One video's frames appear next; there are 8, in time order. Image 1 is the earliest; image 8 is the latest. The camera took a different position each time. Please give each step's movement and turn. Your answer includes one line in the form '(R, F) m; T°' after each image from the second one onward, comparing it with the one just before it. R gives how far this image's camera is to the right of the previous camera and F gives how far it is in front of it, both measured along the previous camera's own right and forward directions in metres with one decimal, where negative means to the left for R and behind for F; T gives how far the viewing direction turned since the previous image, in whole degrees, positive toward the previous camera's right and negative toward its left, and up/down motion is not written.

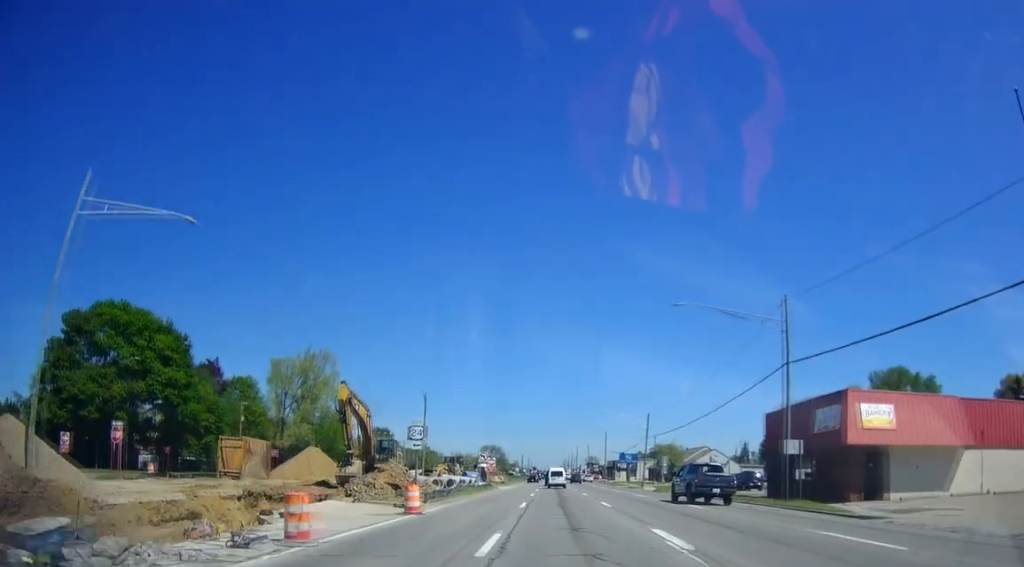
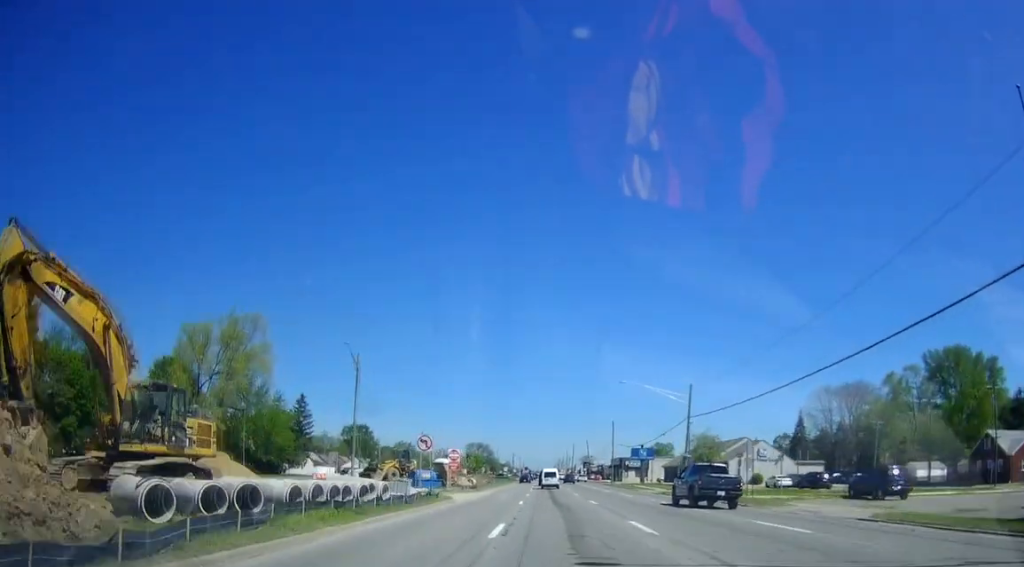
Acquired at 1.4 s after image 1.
(+0.9, +27.5) m; +2°
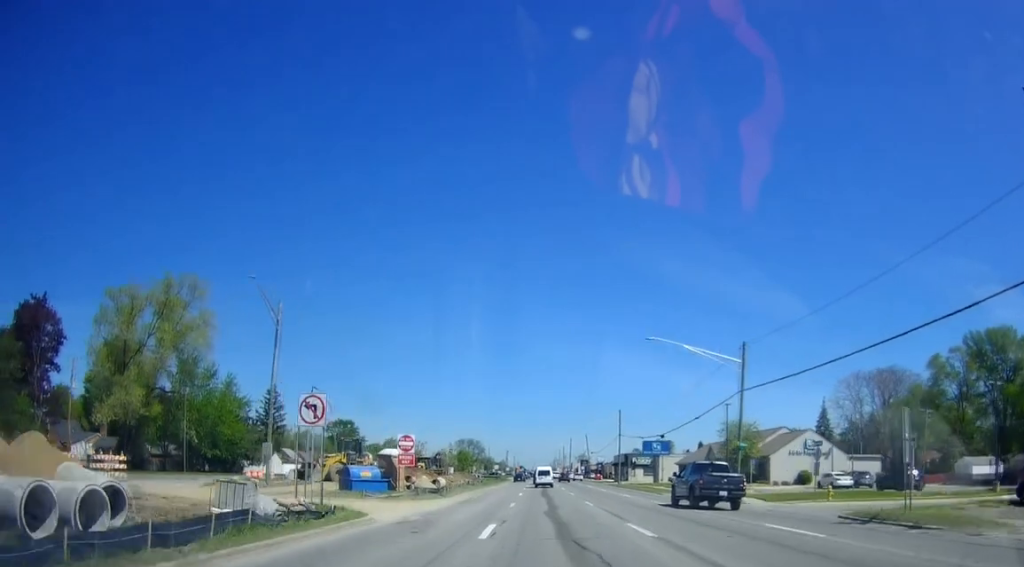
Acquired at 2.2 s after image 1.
(-0.1, +16.4) m; 0°
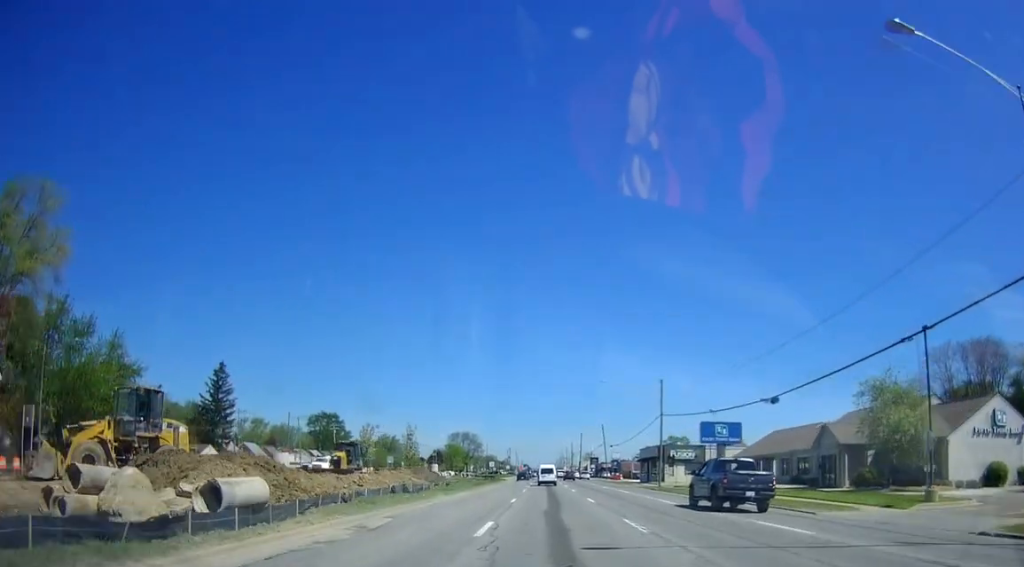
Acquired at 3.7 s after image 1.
(+0.2, +29.6) m; -1°
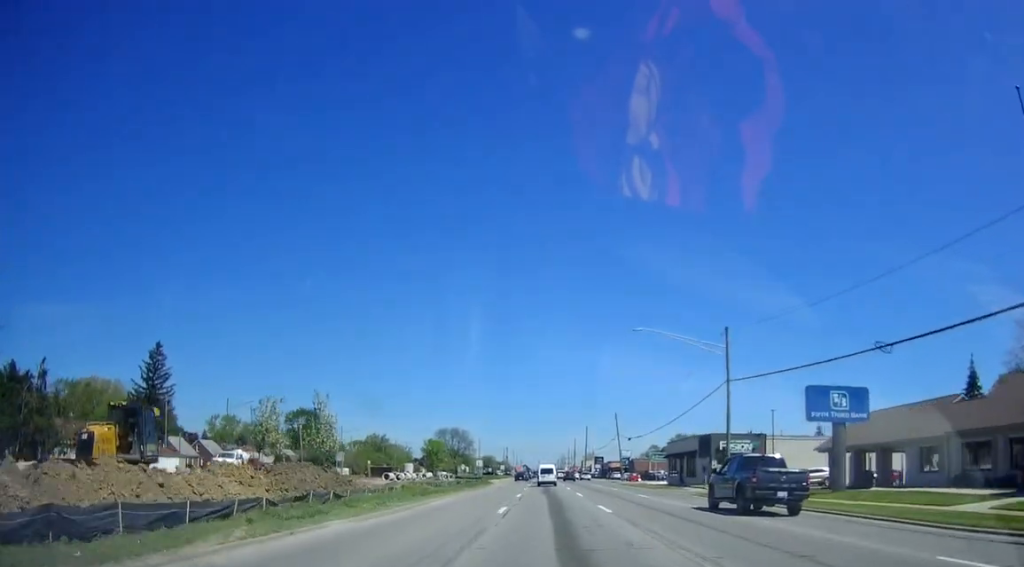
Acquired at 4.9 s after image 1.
(-0.7, +23.7) m; -1°
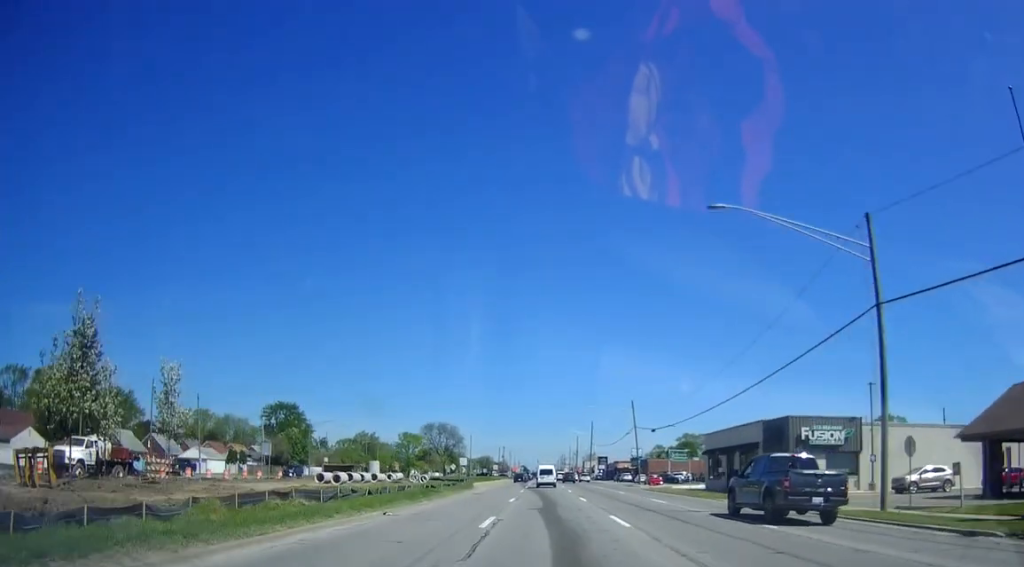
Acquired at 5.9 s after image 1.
(+0.7, +19.9) m; 0°
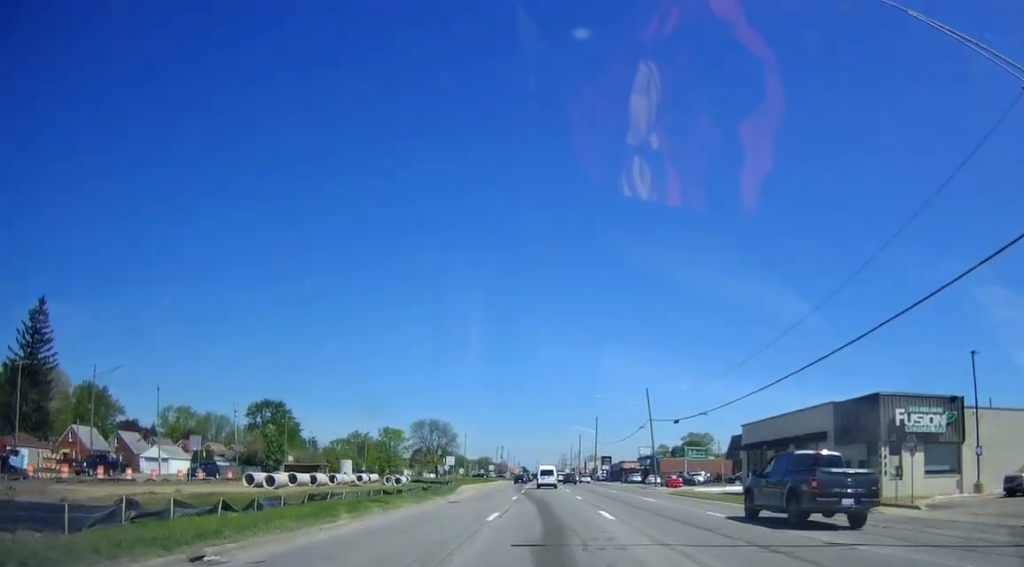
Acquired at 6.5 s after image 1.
(-0.3, +11.9) m; 0°
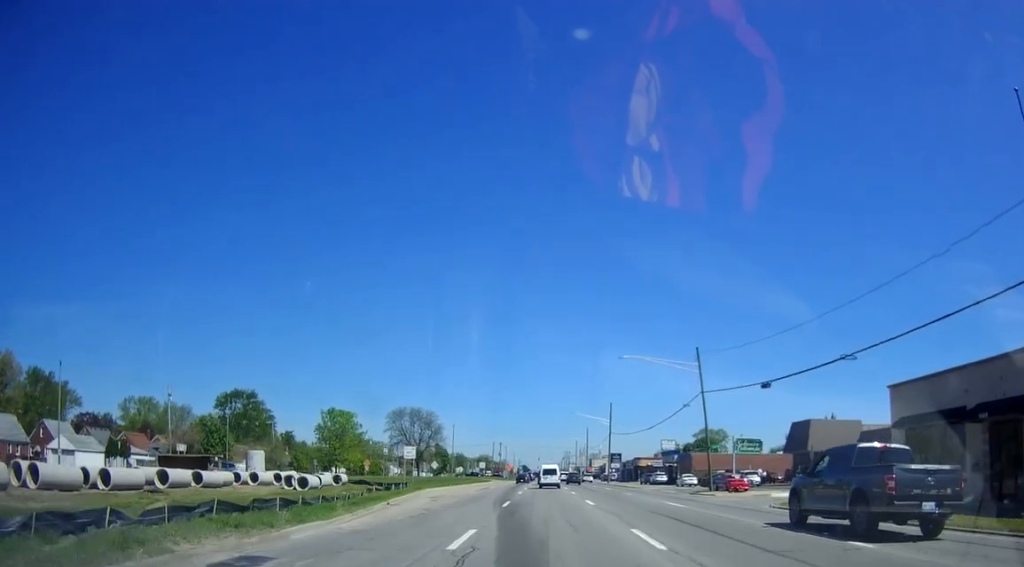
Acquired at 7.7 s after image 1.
(+0.1, +22.9) m; +2°
